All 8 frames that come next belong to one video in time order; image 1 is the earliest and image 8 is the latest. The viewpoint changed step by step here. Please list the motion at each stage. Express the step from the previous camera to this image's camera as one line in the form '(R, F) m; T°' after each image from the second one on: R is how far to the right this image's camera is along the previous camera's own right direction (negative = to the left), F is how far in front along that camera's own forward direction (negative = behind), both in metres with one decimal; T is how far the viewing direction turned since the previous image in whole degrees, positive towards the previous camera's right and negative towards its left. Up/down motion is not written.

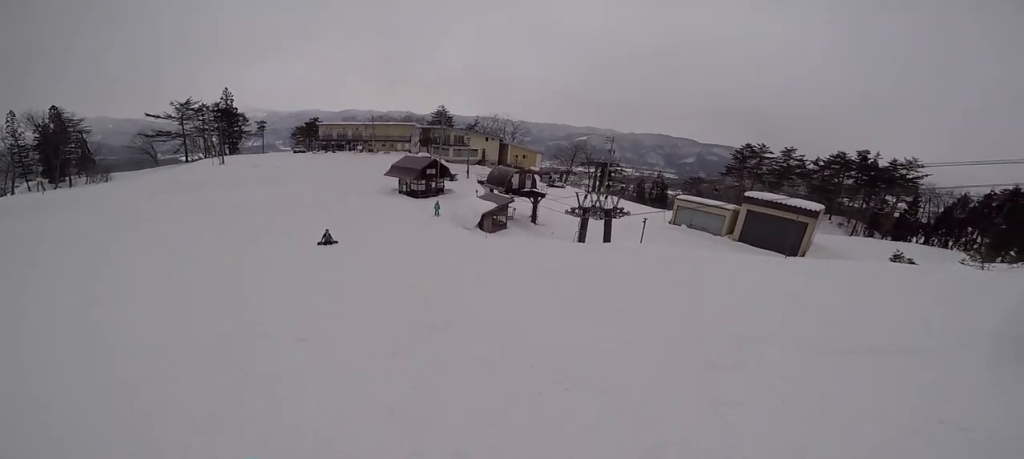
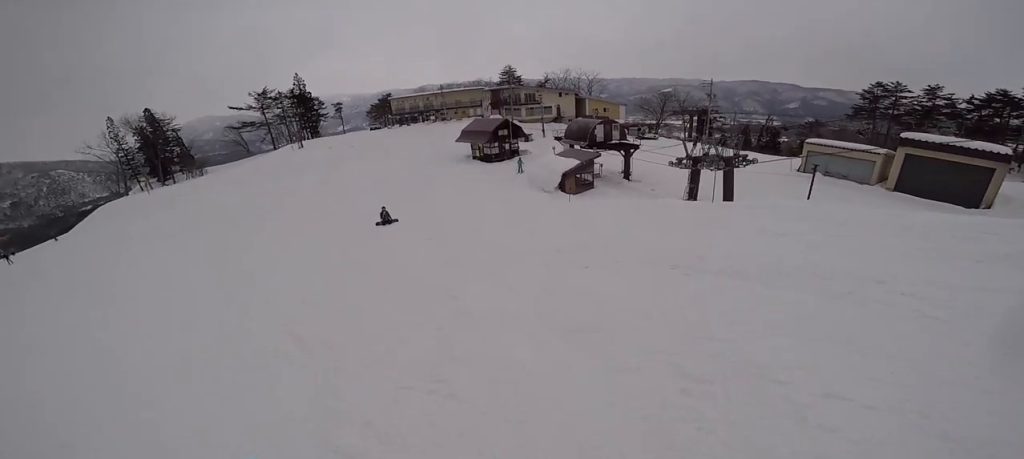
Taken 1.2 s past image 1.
(-1.2, +7.0) m; -15°
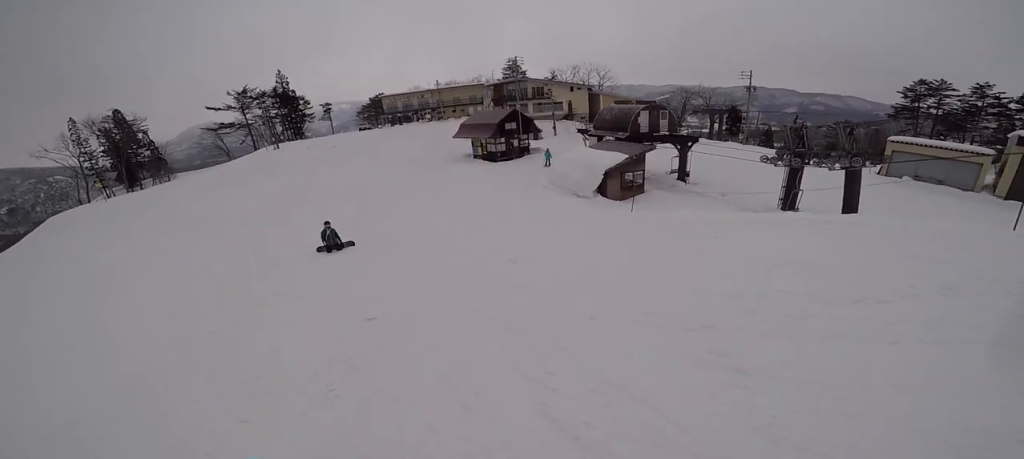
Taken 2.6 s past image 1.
(-1.1, +9.7) m; +6°
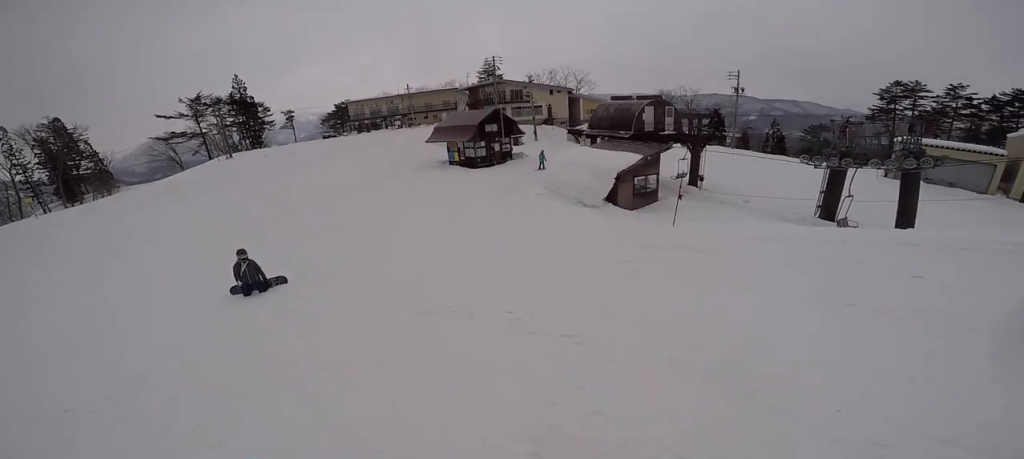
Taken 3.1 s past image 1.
(+0.6, +4.0) m; +5°
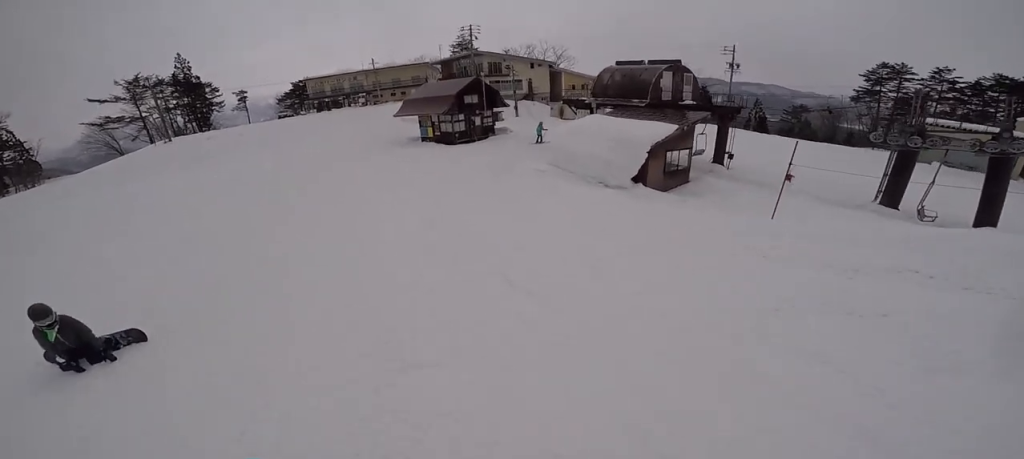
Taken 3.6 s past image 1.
(+0.9, +4.0) m; +4°
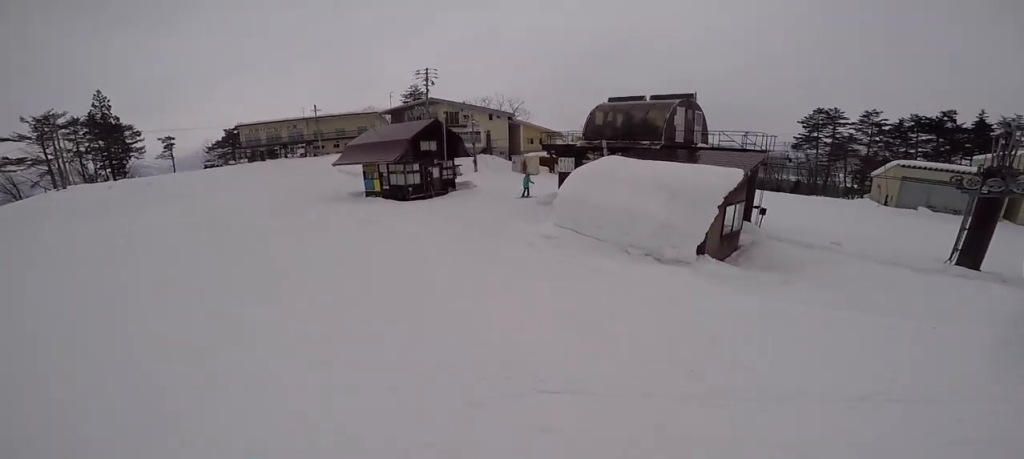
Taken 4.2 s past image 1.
(-0.2, +5.0) m; +2°
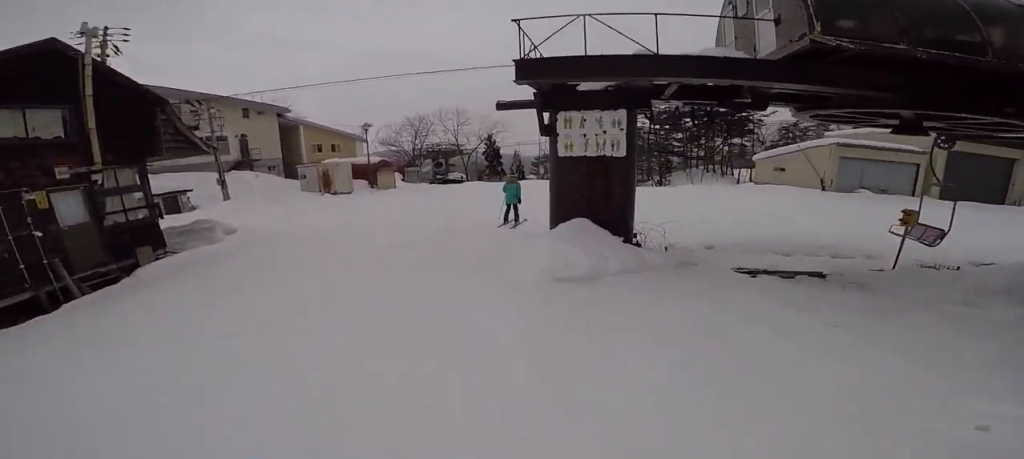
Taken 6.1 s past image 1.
(+2.7, +14.5) m; +34°
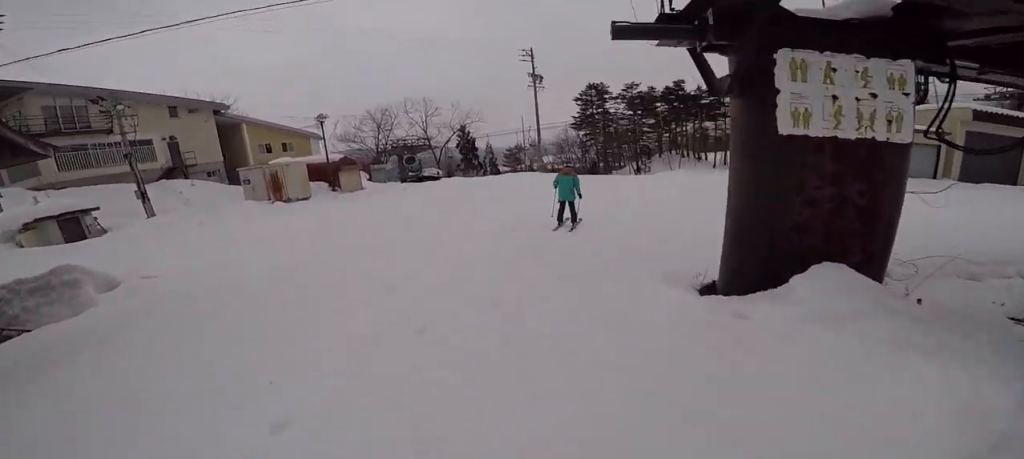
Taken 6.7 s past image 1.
(+0.5, +4.2) m; +13°
